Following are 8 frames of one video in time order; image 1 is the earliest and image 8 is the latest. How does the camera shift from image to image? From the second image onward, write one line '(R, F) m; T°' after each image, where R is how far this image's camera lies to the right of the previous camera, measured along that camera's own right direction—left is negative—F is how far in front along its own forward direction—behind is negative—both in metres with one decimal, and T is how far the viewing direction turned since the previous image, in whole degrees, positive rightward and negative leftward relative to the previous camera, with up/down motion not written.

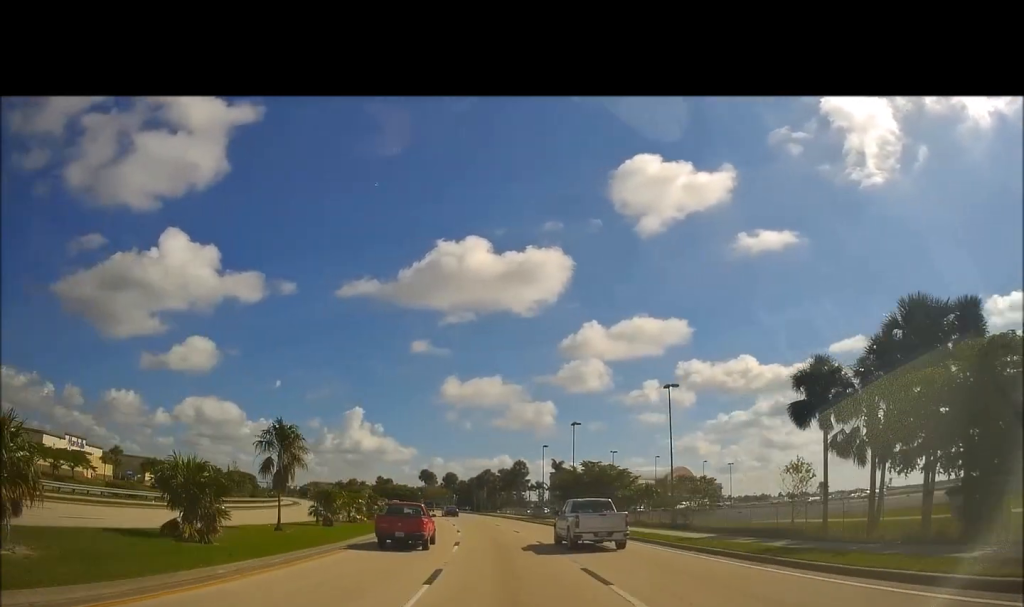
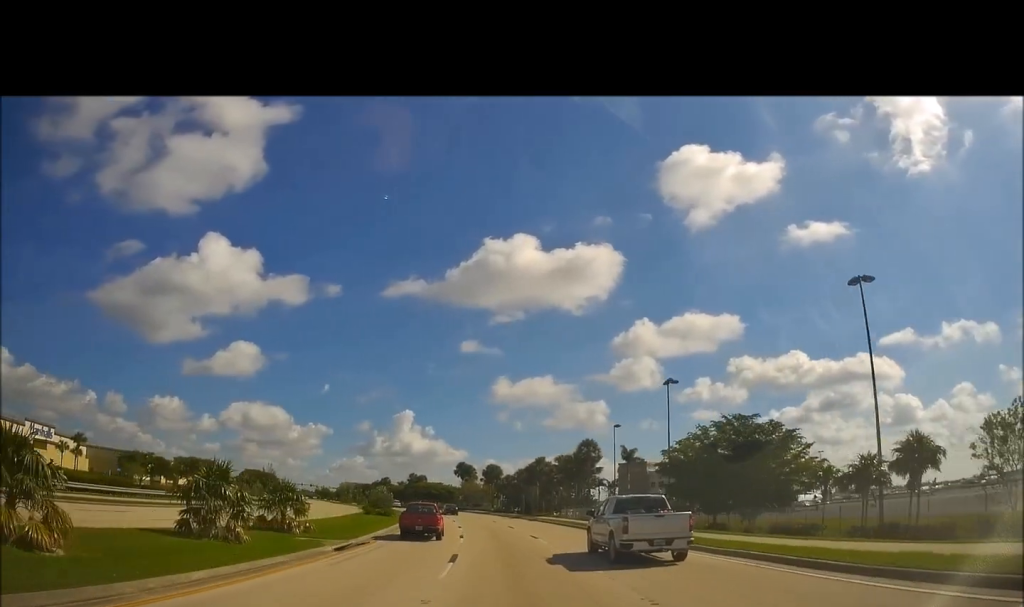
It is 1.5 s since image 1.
(-1.8, +31.7) m; -7°
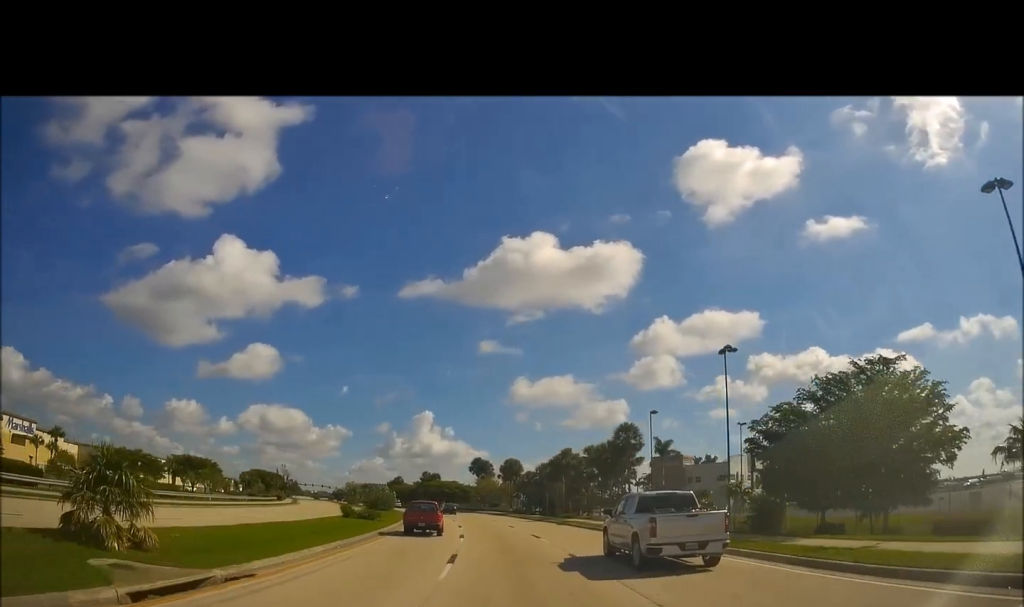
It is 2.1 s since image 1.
(-0.4, +12.7) m; -2°
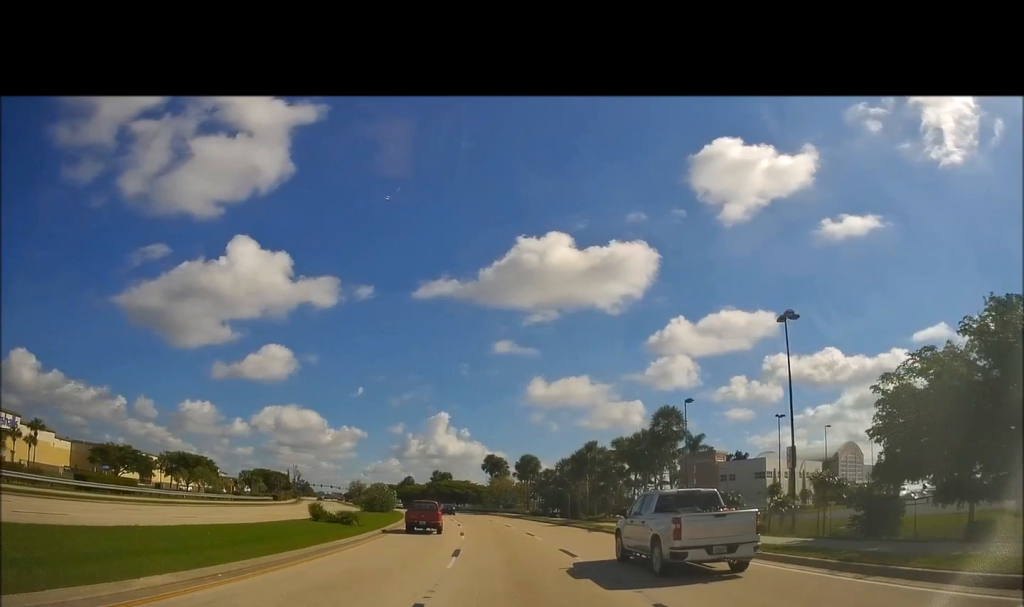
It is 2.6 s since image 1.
(-0.3, +9.9) m; -1°
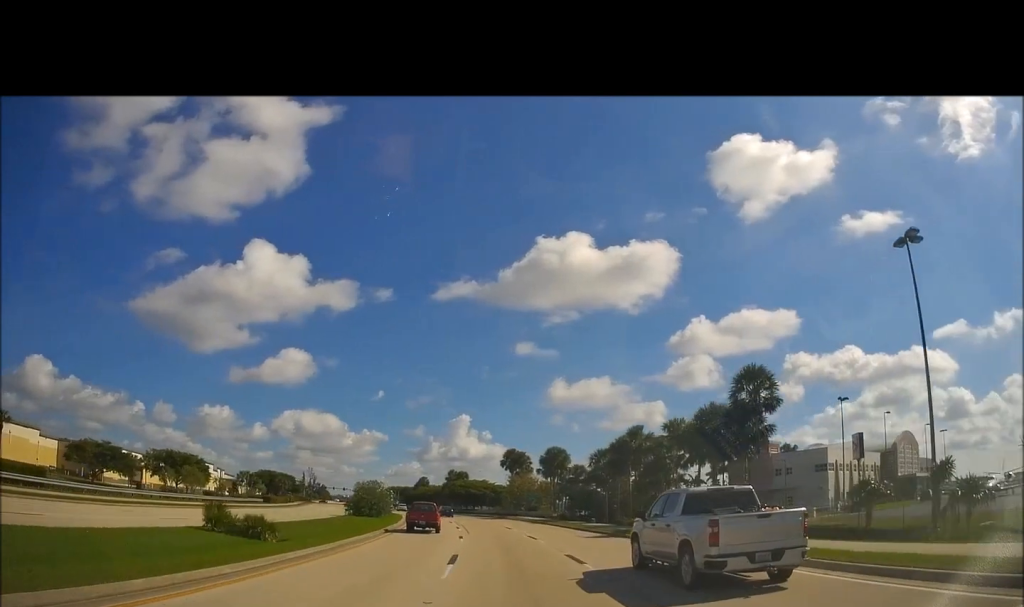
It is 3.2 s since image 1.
(-0.1, +14.0) m; -1°
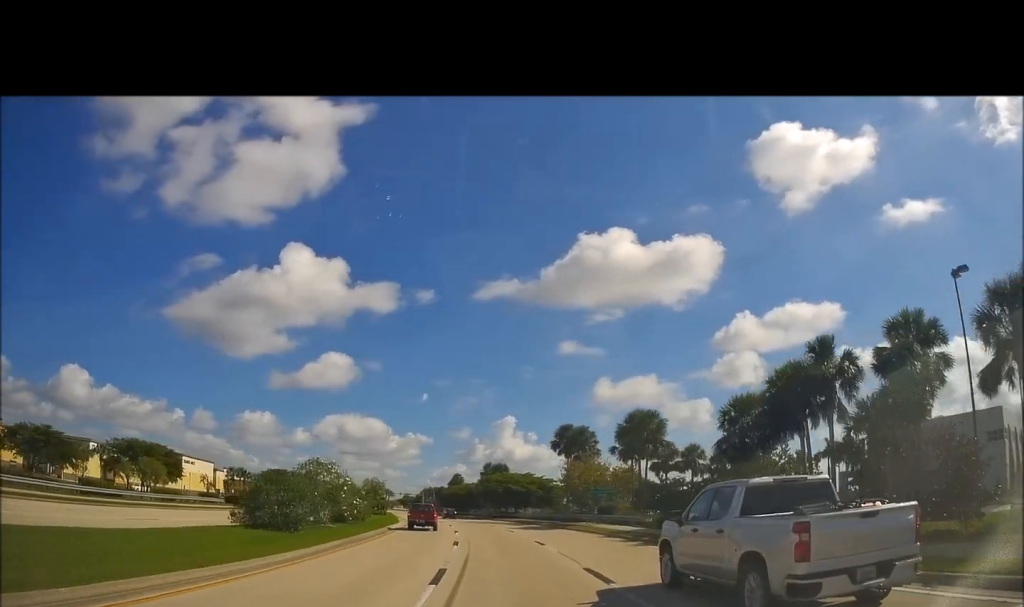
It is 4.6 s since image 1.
(-0.6, +28.7) m; -4°
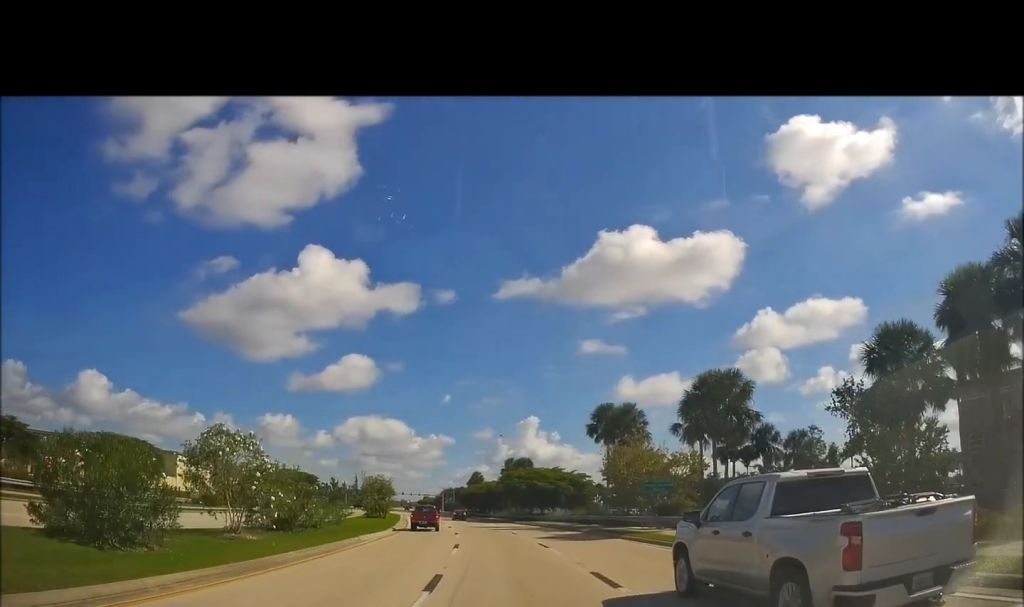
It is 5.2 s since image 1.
(-0.4, +13.1) m; -3°
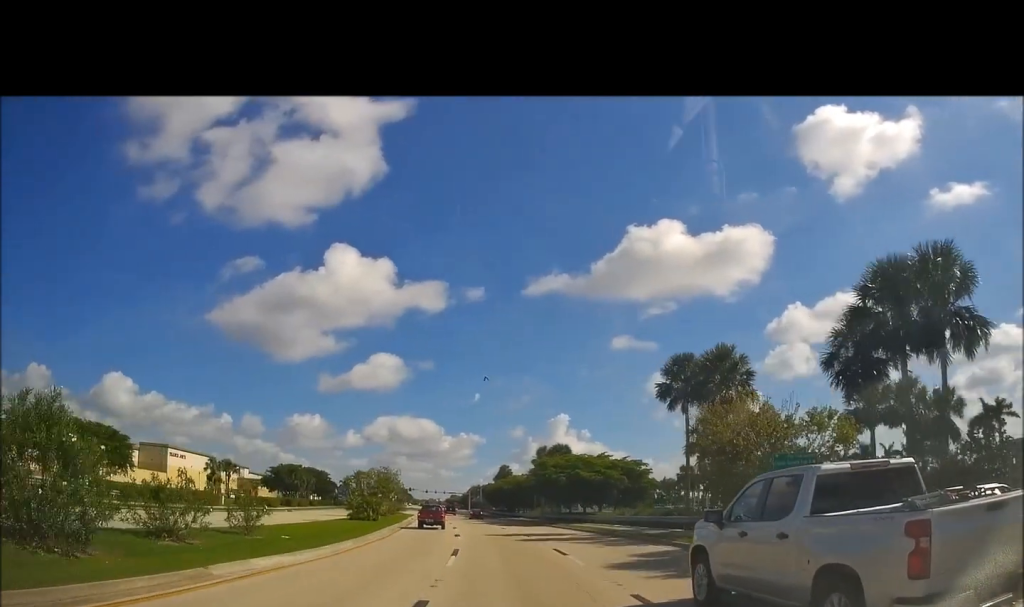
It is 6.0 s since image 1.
(-0.5, +16.4) m; -3°
